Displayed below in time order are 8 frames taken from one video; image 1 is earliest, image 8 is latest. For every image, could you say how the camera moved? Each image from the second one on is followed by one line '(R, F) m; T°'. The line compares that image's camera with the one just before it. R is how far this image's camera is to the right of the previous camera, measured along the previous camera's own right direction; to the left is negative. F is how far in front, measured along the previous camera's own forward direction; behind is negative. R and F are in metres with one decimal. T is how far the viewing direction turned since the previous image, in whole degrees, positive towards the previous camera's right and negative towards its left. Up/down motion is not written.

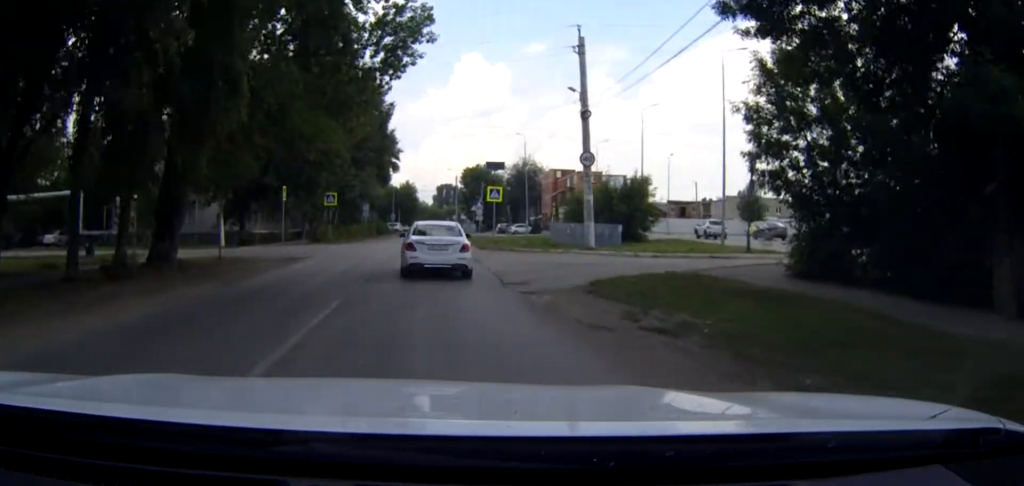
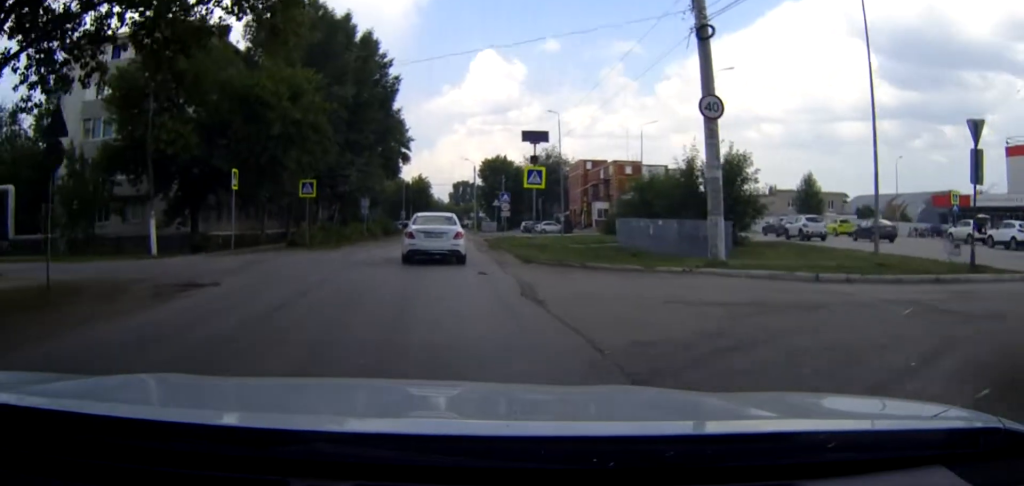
(+0.1, +14.2) m; -1°
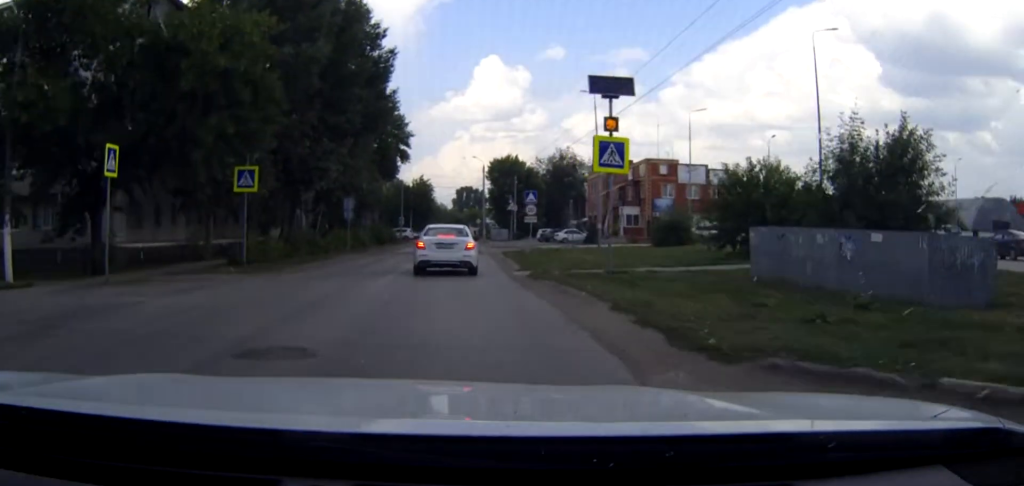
(-0.3, +12.7) m; 0°
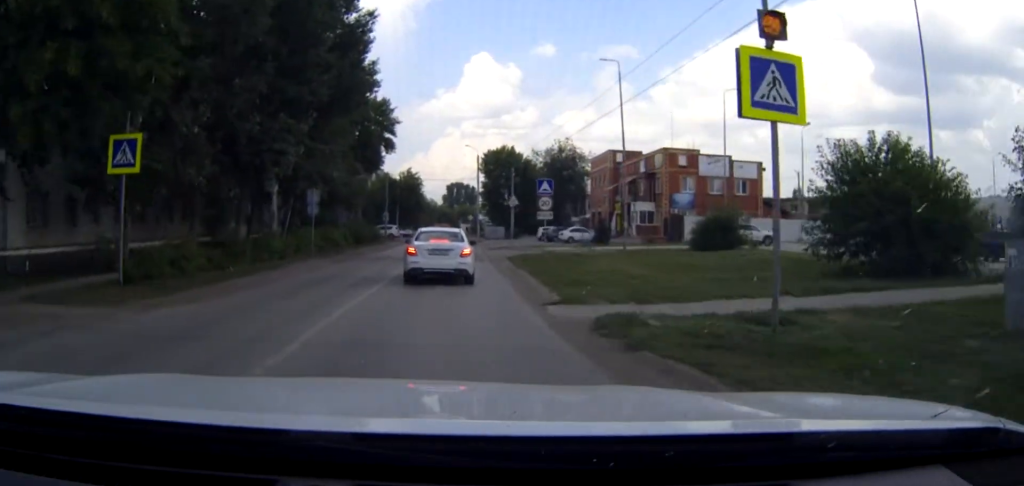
(+0.1, +9.4) m; +2°
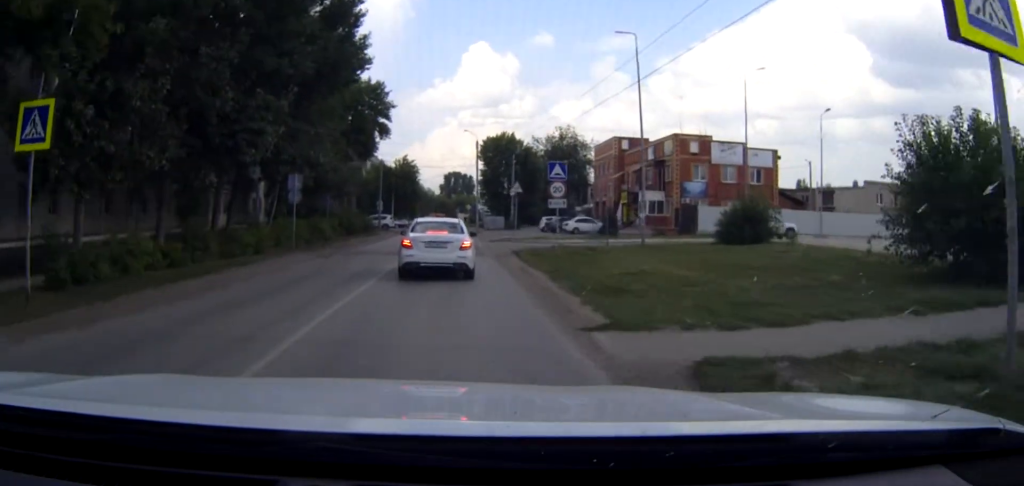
(0.0, +4.2) m; +1°
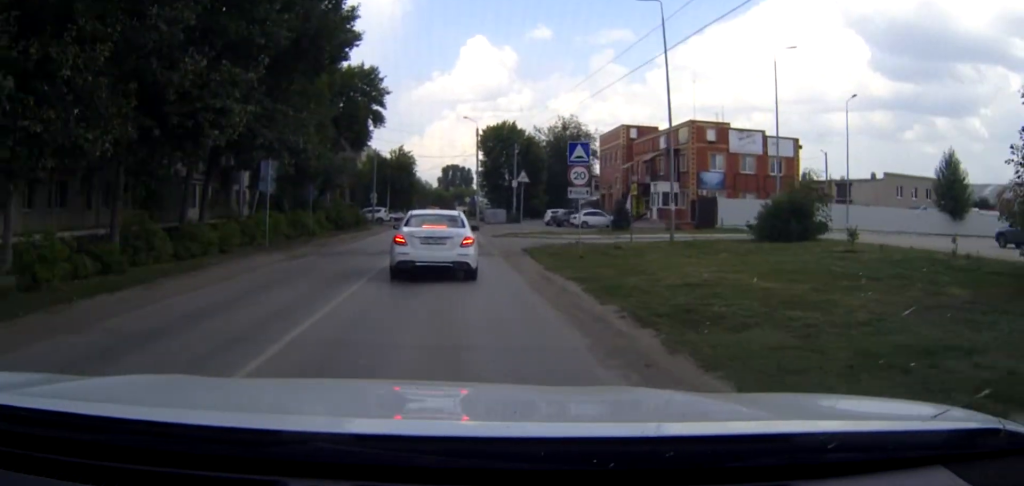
(+0.1, +5.0) m; 0°
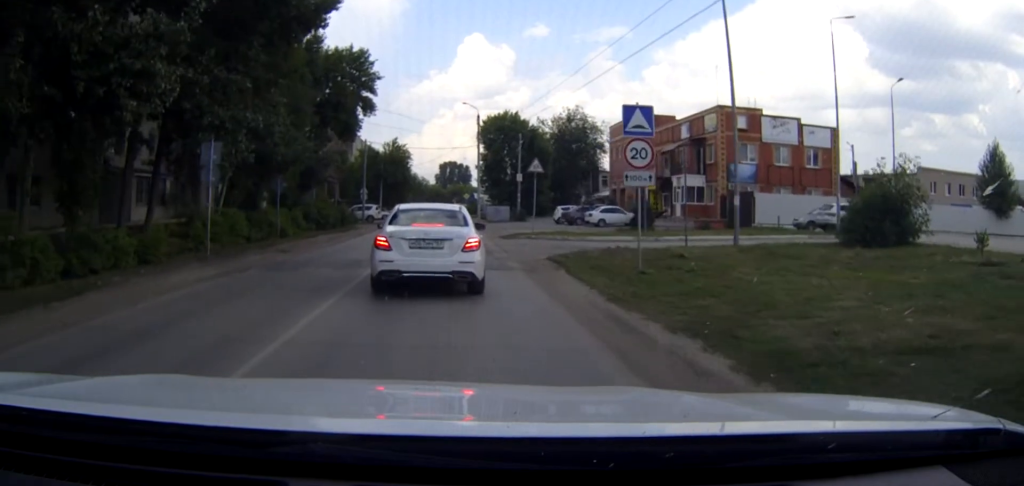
(0.0, +8.2) m; 0°
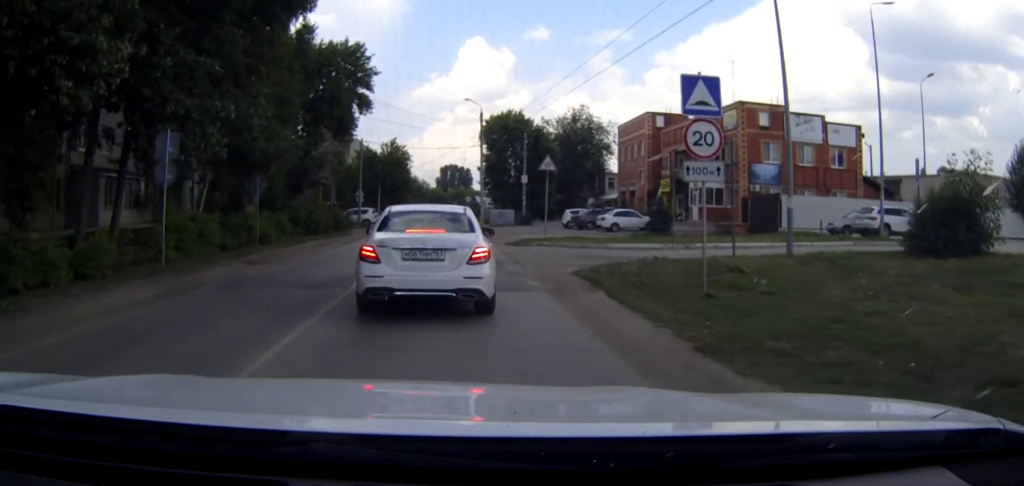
(0.0, +4.9) m; 0°
